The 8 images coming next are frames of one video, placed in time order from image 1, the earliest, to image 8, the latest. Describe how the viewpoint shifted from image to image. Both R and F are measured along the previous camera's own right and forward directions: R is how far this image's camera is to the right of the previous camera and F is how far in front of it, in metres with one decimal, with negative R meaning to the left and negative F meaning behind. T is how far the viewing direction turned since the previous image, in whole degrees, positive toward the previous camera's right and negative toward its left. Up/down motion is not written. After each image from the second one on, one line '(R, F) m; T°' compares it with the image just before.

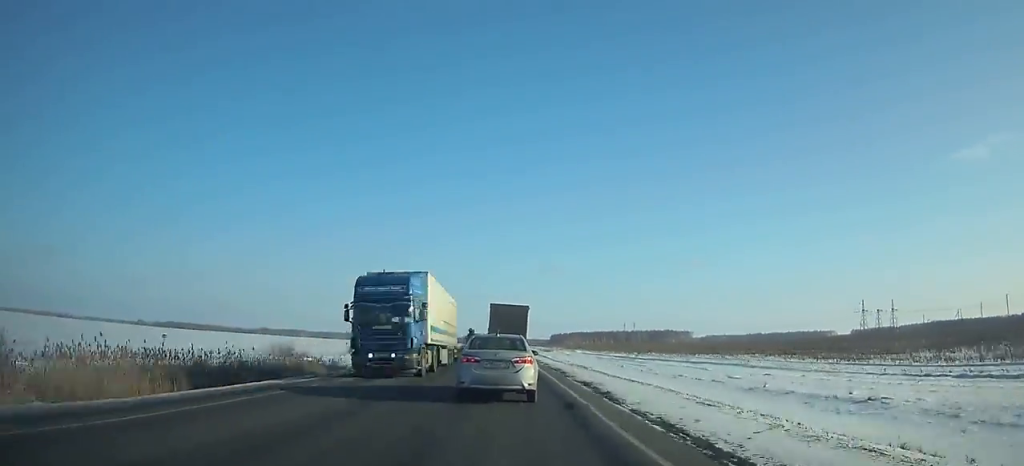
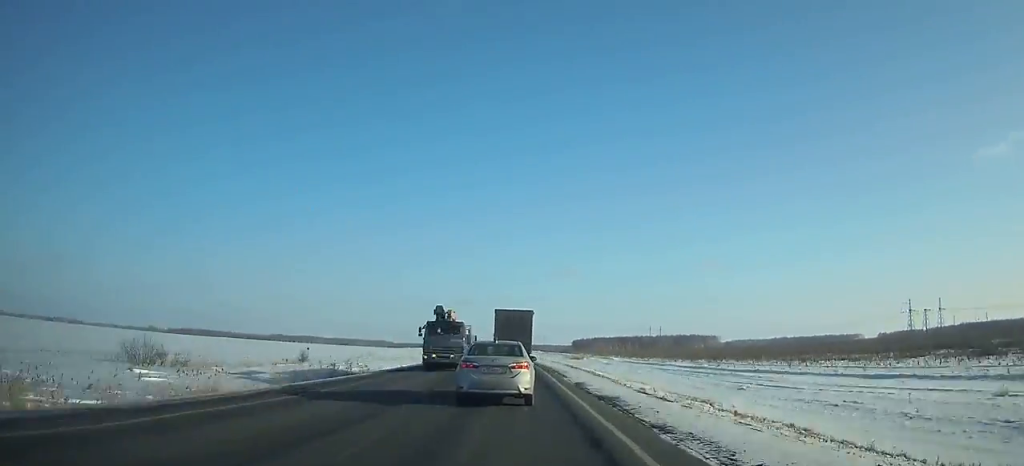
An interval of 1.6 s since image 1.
(-0.2, +33.0) m; -1°
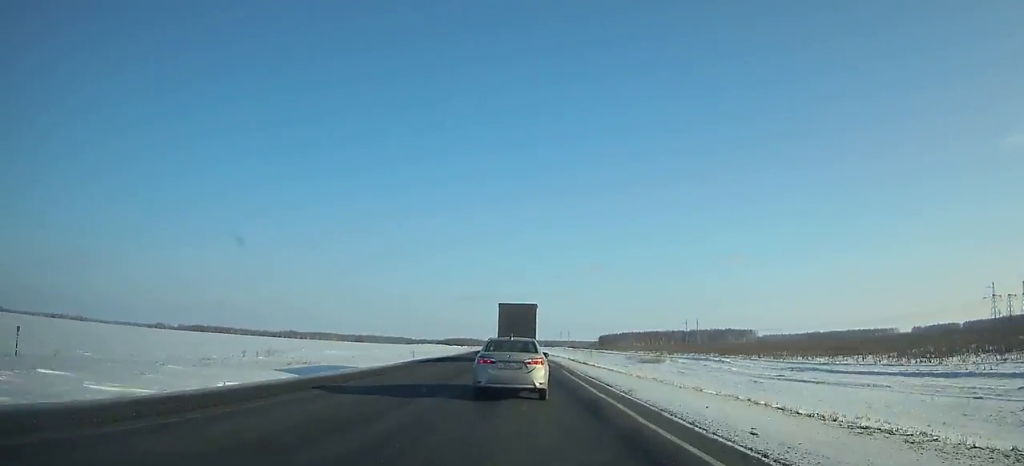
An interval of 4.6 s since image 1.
(-1.3, +60.2) m; -2°
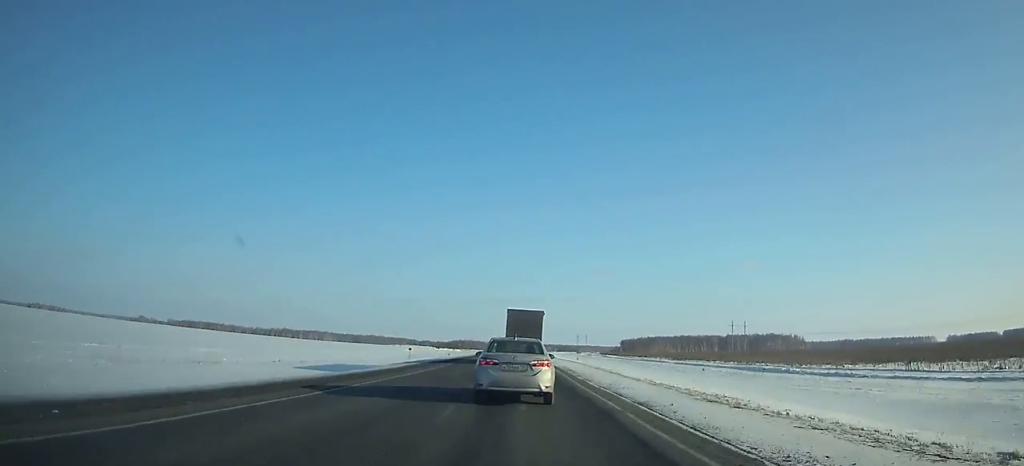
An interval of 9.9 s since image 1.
(-1.2, +103.8) m; -1°
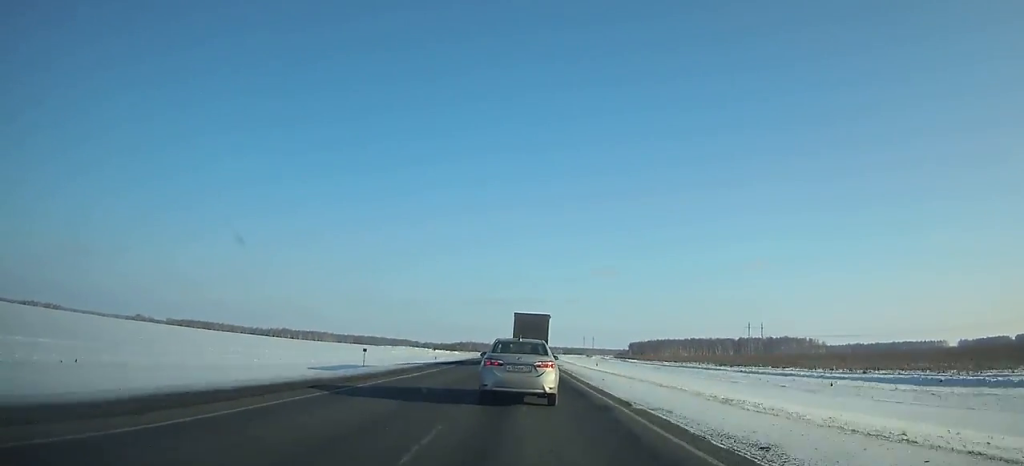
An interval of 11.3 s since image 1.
(0.0, +27.1) m; 0°
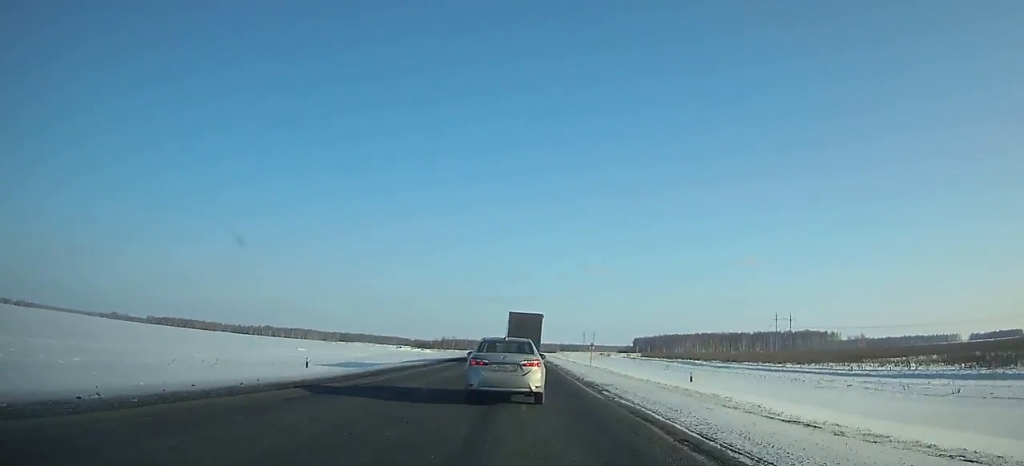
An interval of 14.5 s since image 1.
(0.0, +61.6) m; 0°
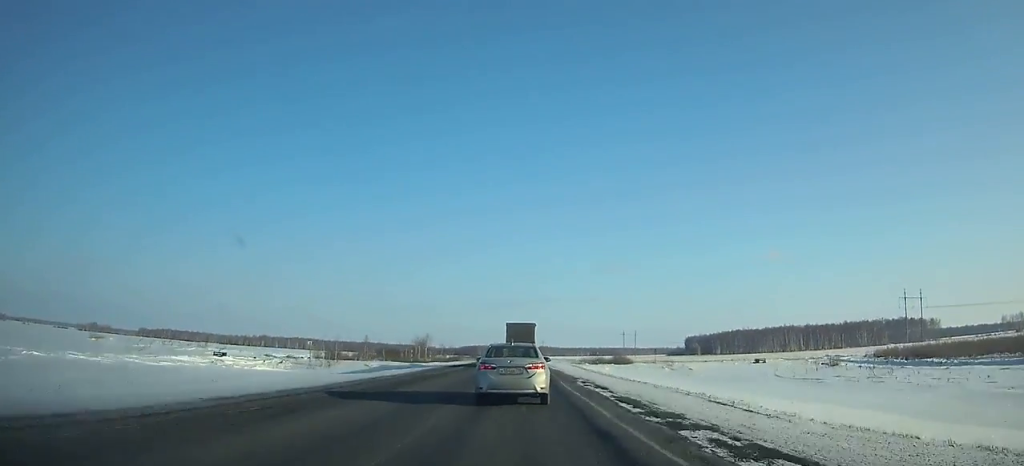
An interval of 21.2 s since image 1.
(-1.8, +127.5) m; -2°
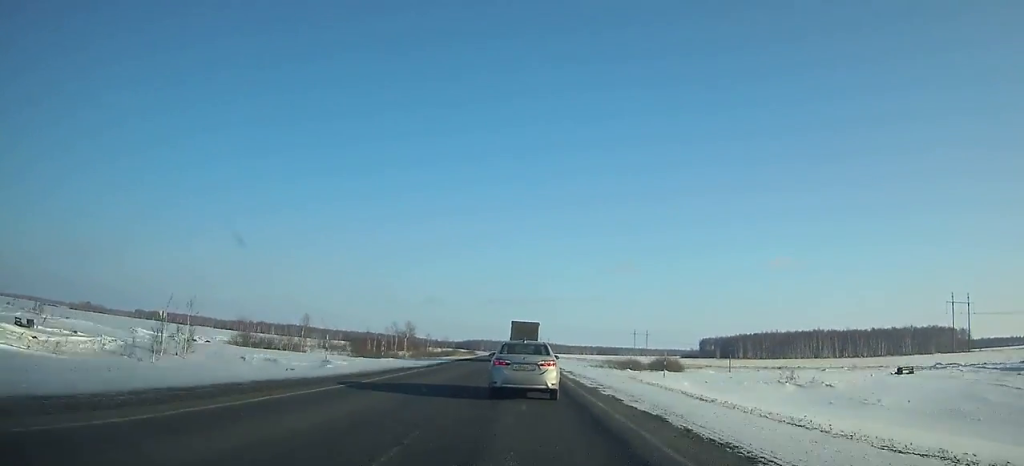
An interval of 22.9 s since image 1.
(-0.2, +32.5) m; 0°
